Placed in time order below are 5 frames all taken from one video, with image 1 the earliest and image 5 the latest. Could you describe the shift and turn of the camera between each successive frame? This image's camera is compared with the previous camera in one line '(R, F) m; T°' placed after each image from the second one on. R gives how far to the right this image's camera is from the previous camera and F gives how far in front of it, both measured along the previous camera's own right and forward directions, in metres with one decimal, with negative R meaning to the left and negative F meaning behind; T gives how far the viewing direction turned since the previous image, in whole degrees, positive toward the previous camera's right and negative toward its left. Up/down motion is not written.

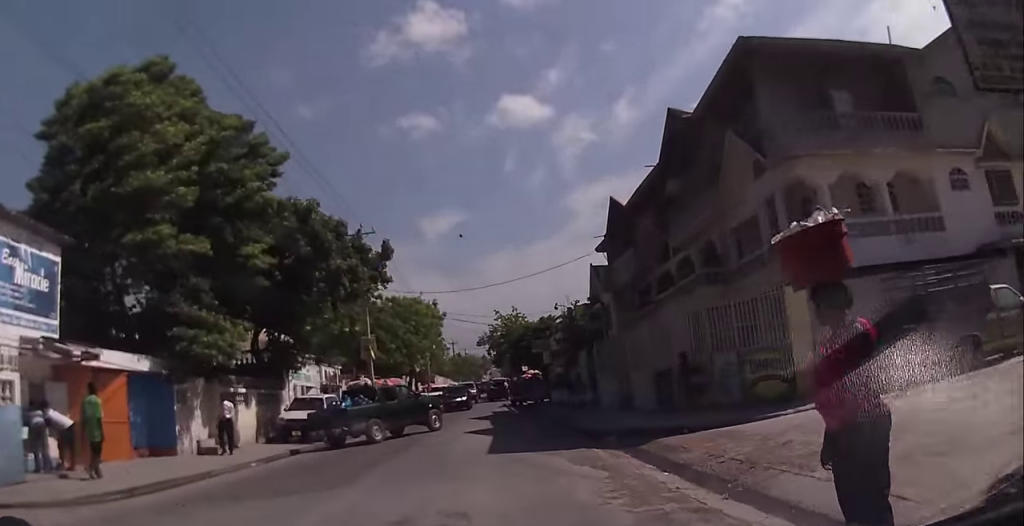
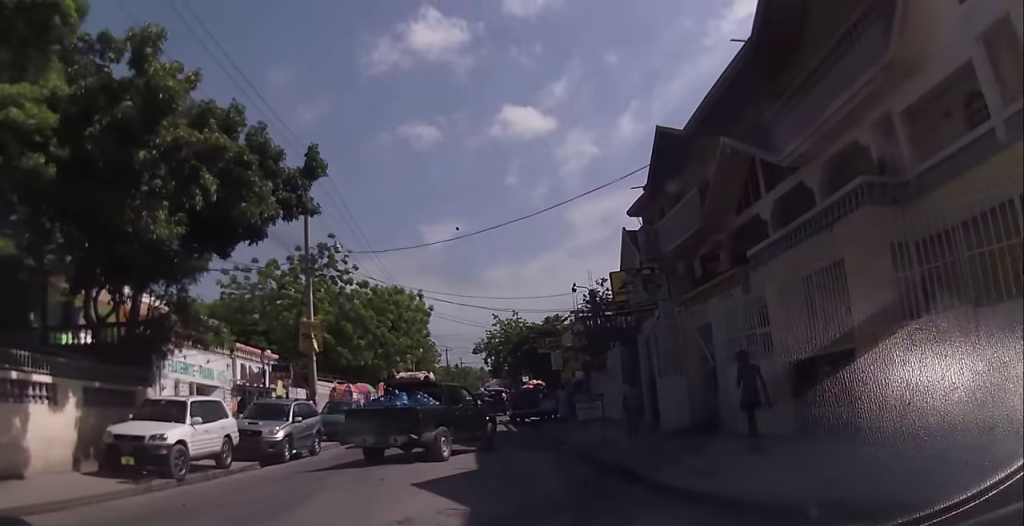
(+0.6, +11.4) m; -2°
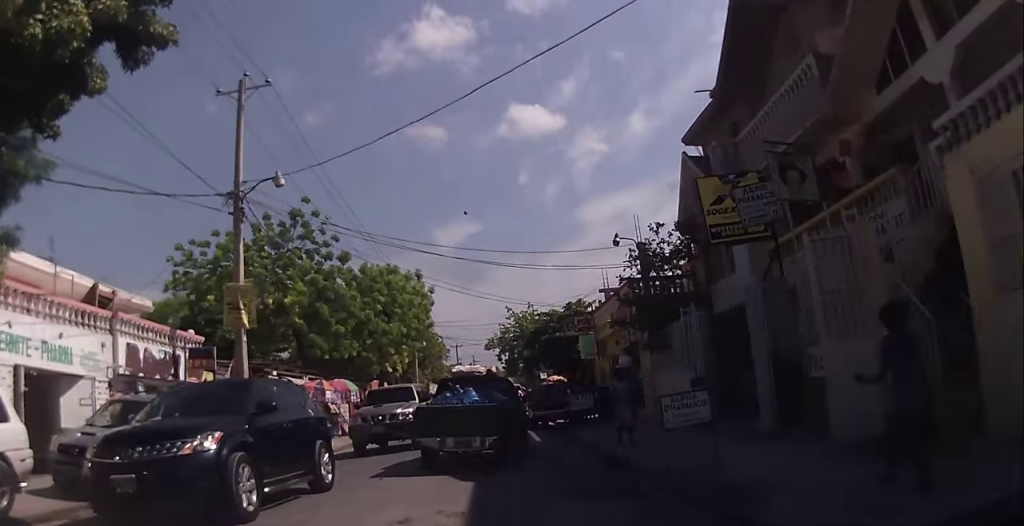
(-0.3, +8.4) m; +1°
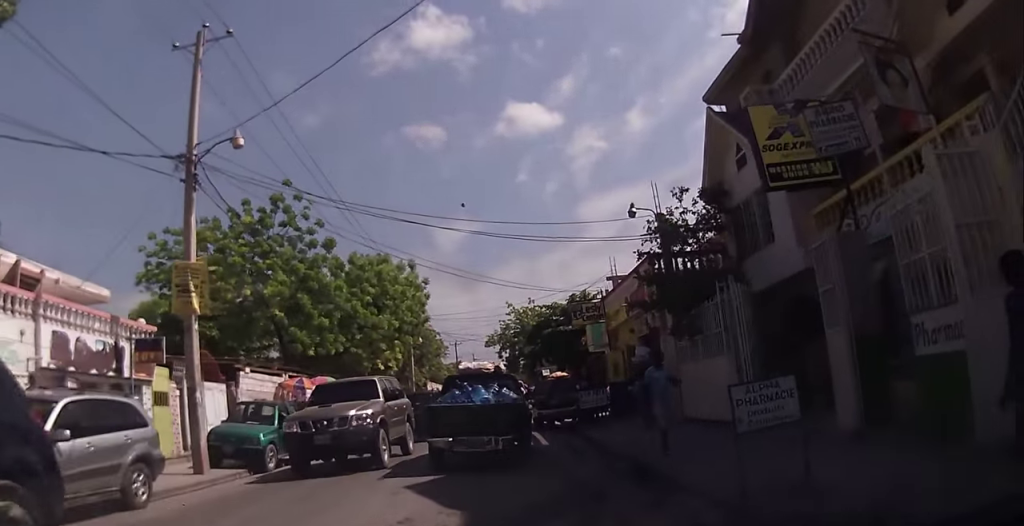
(+0.2, +2.9) m; -2°
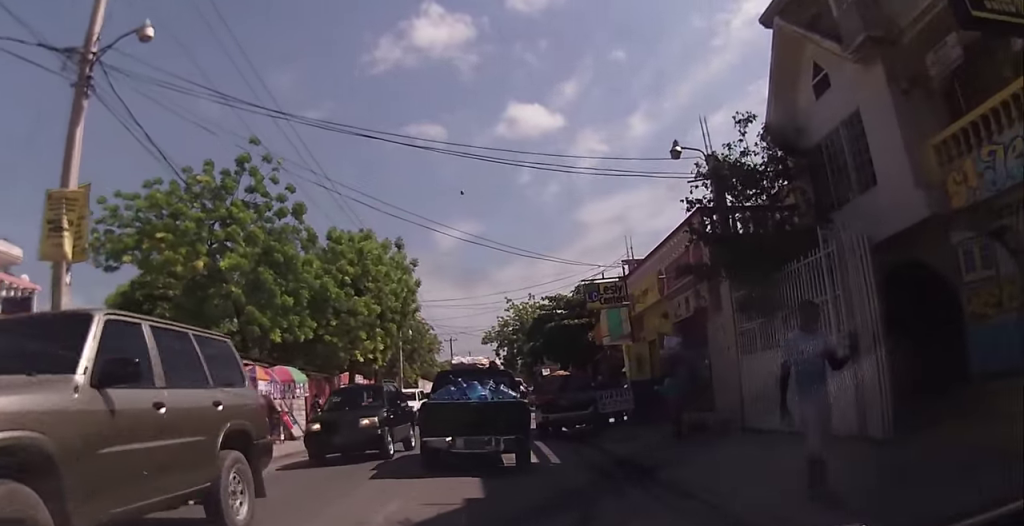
(-0.4, +4.8) m; -2°
